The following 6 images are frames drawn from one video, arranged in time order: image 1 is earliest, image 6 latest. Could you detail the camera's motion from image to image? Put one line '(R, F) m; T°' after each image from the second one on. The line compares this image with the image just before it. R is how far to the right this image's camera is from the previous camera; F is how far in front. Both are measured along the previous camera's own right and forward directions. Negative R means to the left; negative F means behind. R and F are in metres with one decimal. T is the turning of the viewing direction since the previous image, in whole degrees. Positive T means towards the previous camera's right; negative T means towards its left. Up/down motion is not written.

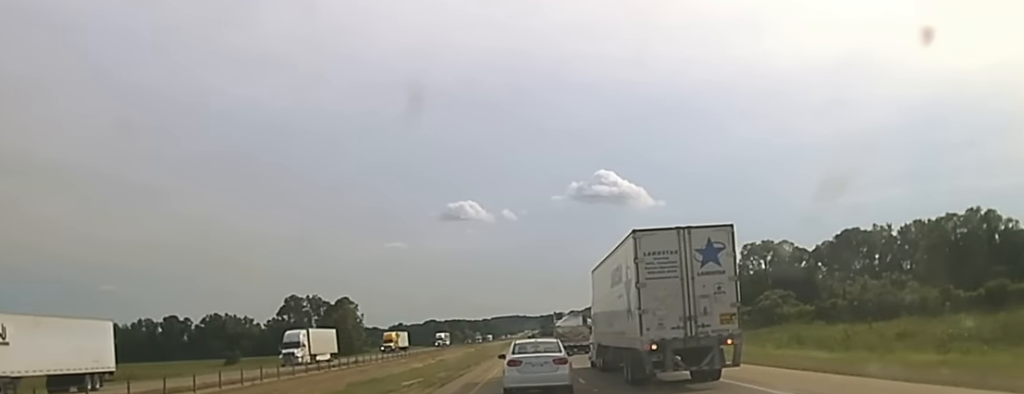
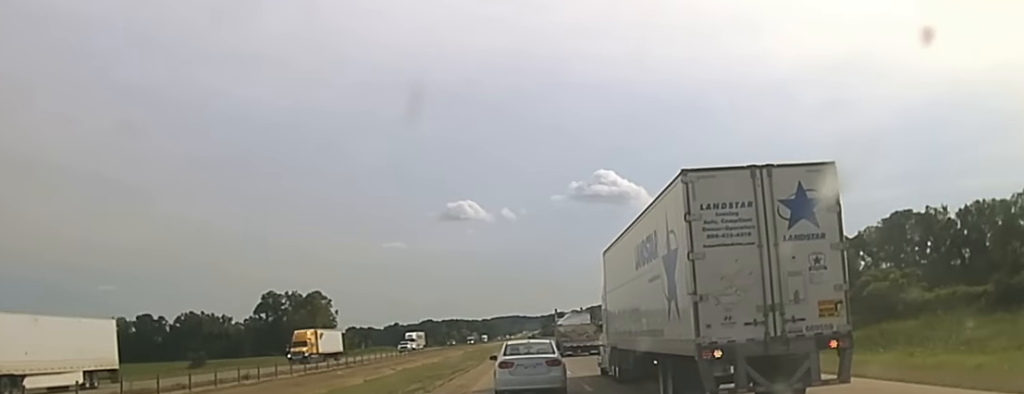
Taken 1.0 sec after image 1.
(0.0, +41.3) m; 0°
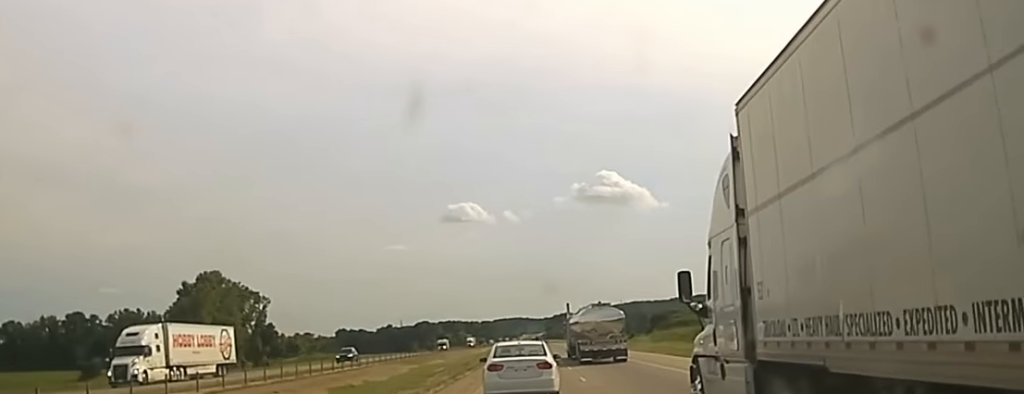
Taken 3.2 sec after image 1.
(-0.3, +89.5) m; 0°
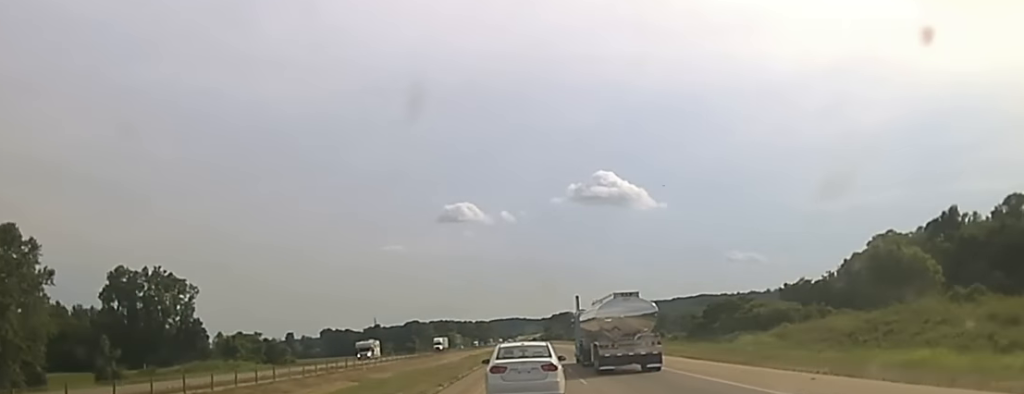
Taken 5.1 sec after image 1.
(0.0, +74.4) m; 0°
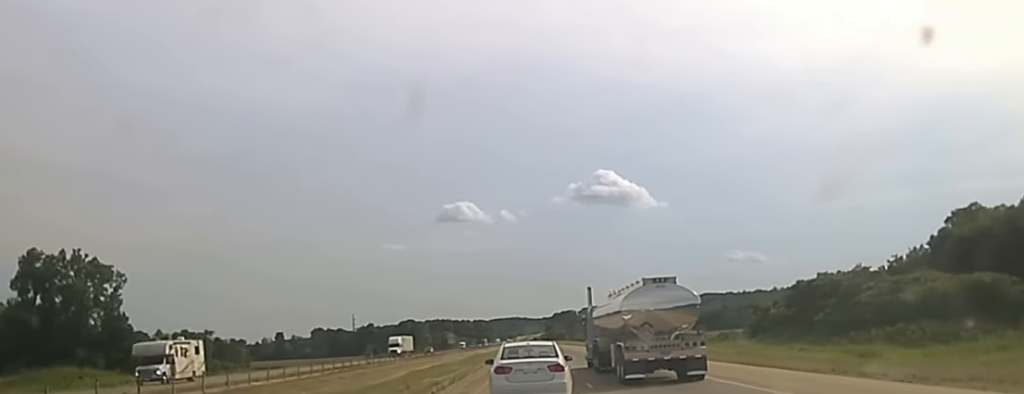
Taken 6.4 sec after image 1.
(0.0, +51.4) m; 0°
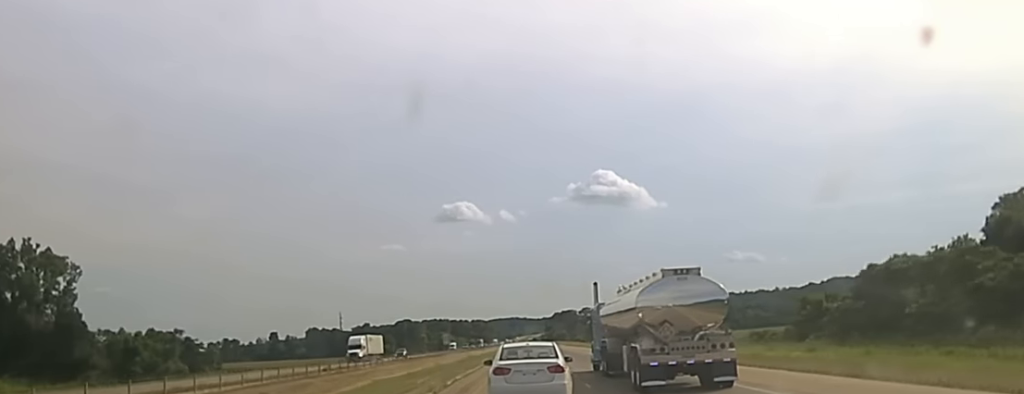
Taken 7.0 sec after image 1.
(0.0, +22.4) m; 0°
